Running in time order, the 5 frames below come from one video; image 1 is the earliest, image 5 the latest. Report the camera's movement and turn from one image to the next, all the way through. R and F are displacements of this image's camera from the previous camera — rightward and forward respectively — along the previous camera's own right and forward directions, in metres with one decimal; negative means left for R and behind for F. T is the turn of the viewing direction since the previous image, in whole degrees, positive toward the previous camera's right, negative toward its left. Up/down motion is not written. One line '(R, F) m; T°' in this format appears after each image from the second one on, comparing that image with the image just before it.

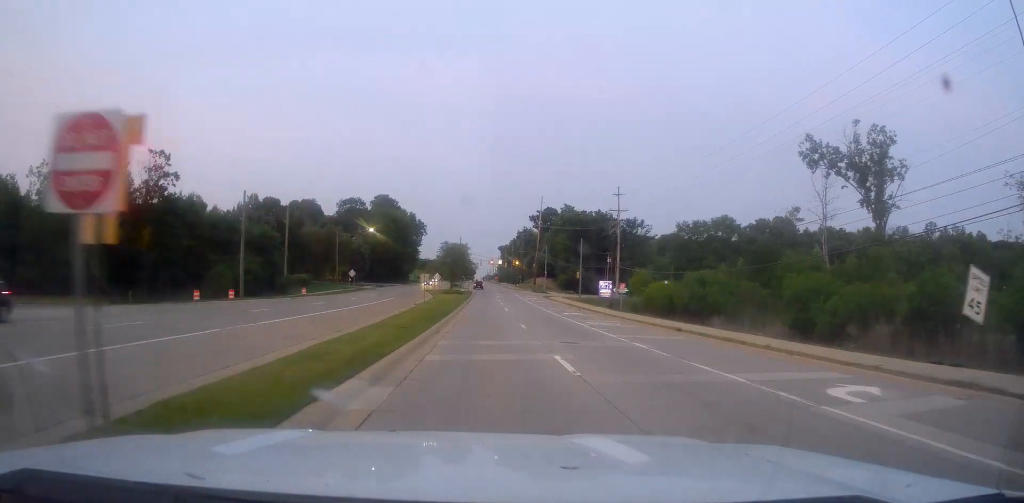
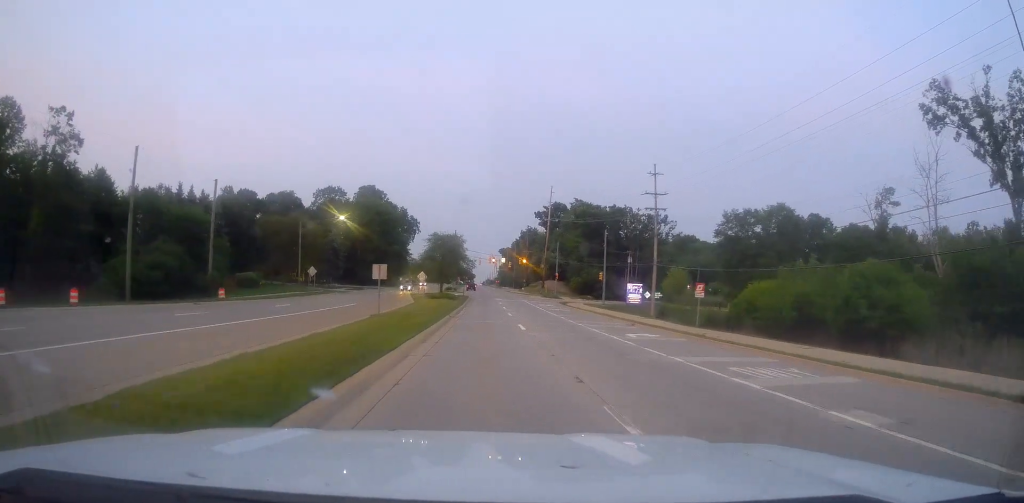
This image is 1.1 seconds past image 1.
(+0.9, +22.5) m; +2°
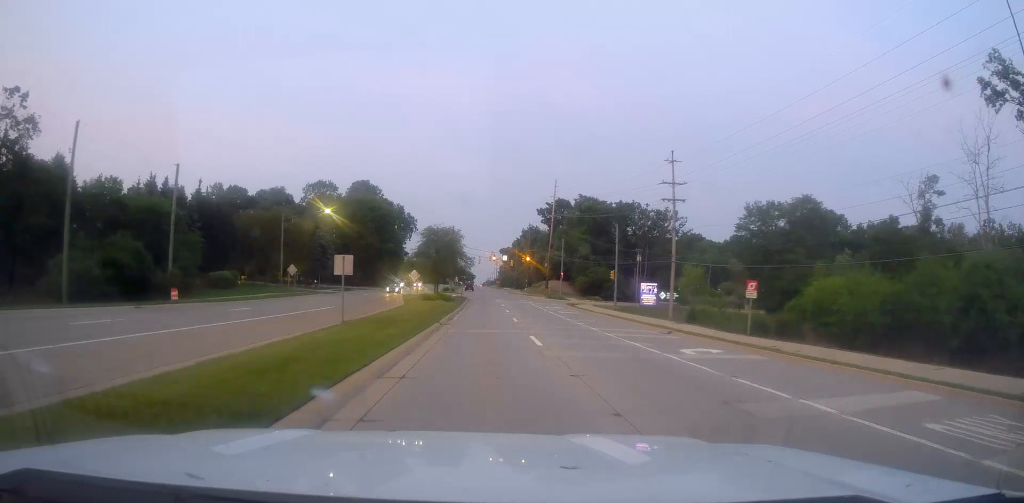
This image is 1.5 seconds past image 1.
(0.0, +8.0) m; -1°
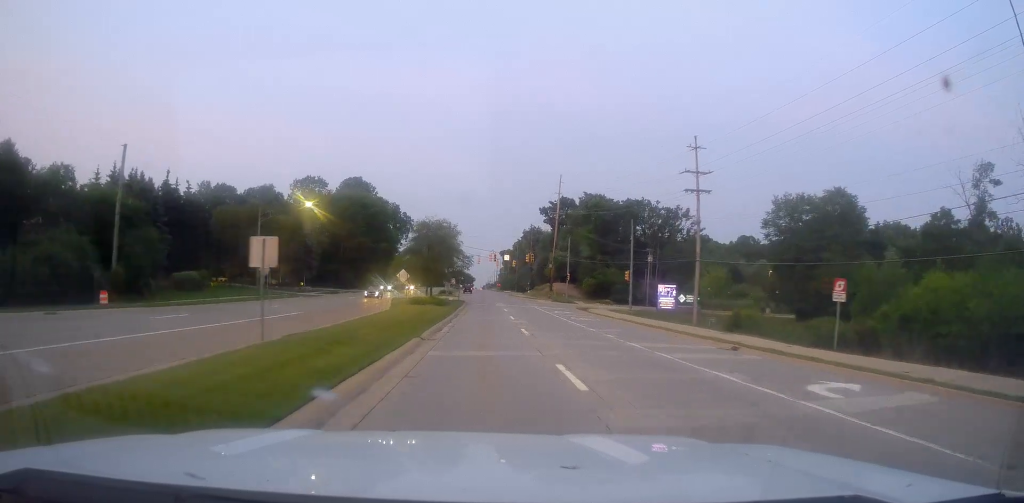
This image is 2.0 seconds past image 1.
(+0.2, +8.6) m; -1°
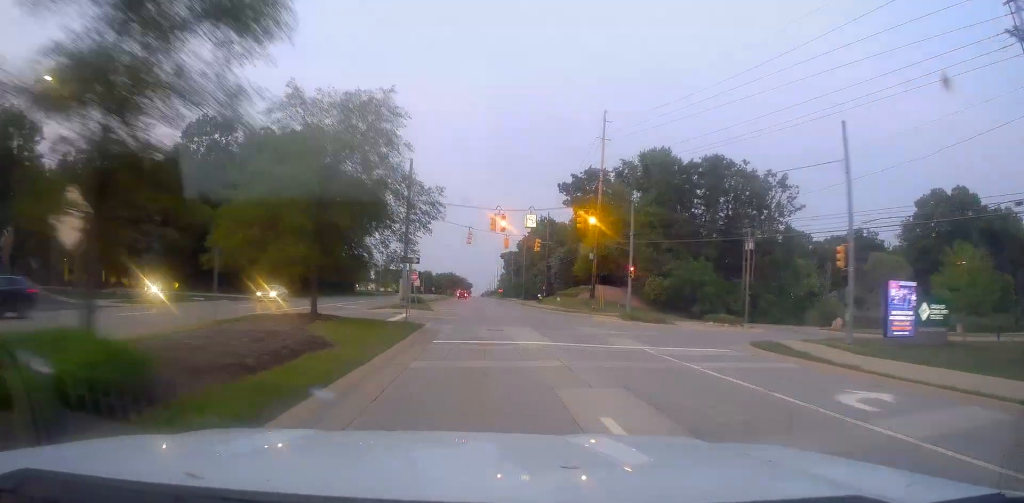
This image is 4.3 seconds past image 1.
(+0.2, +47.1) m; +2°
